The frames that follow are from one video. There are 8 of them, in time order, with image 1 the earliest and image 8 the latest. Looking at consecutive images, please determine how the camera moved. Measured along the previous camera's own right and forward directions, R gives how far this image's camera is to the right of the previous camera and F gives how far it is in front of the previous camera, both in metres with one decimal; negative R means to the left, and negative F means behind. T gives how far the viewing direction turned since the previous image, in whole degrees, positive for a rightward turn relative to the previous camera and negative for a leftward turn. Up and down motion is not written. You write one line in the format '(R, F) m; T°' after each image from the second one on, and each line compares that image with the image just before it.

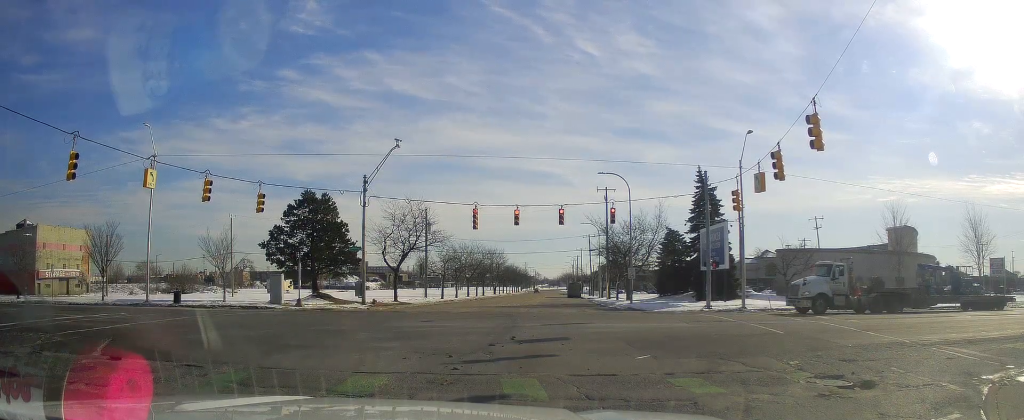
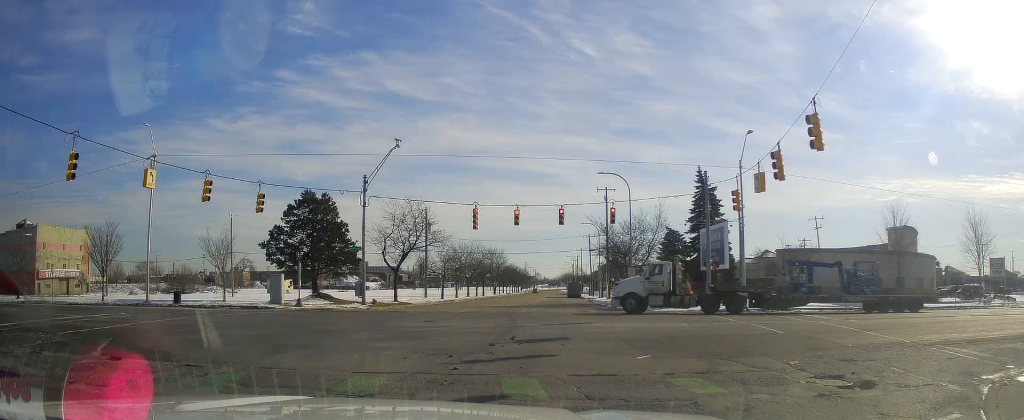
(0.0, 0.0) m; 0°
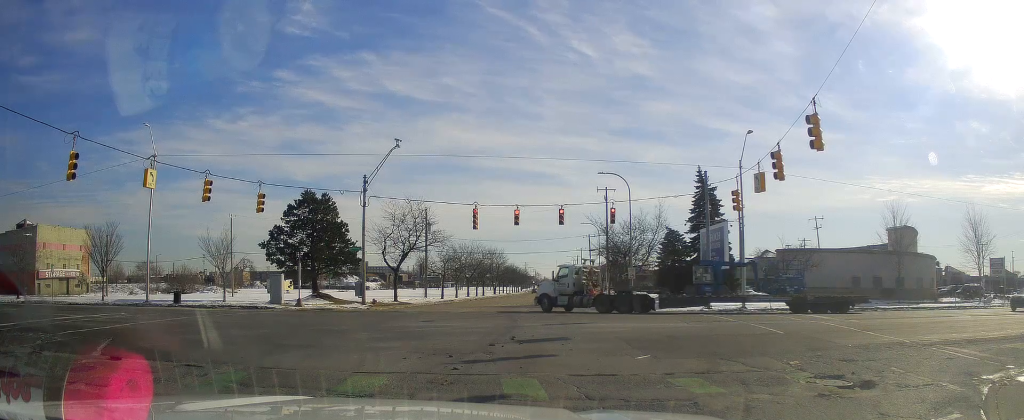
(0.0, 0.0) m; 0°
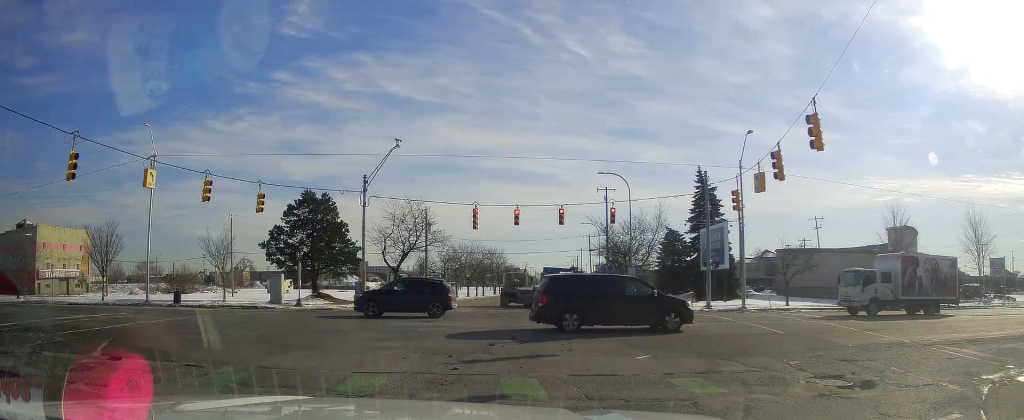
(0.0, 0.0) m; 0°
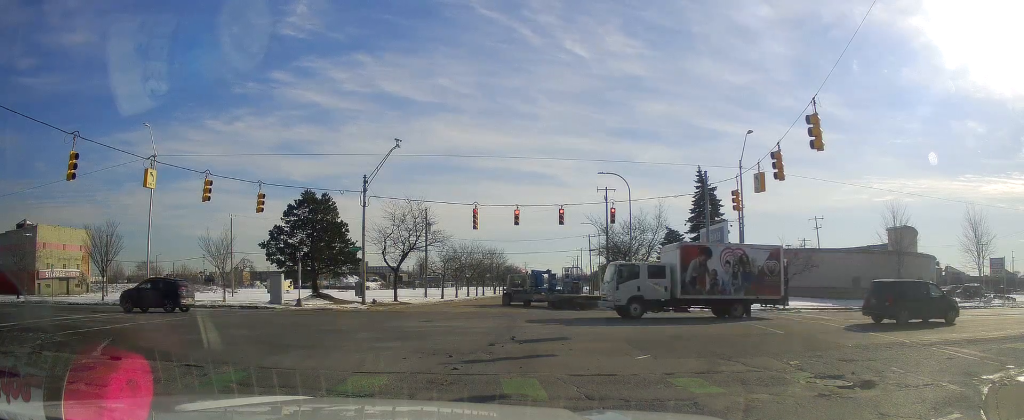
(0.0, 0.0) m; 0°
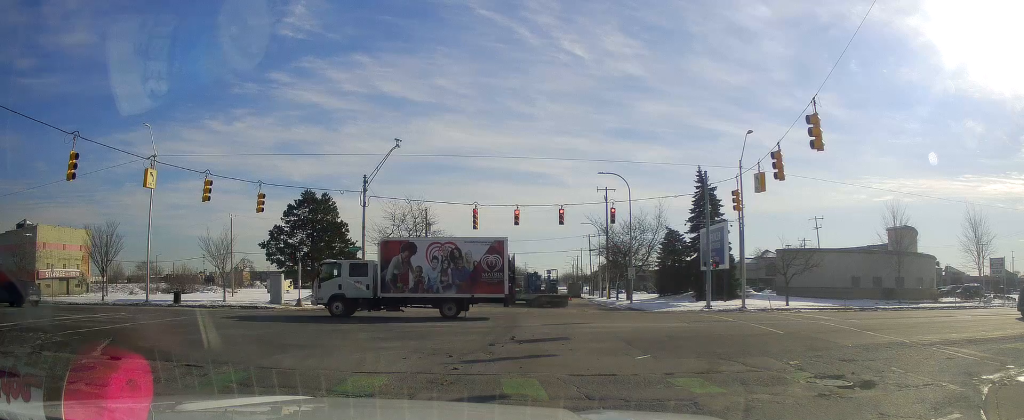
(0.0, 0.0) m; 0°
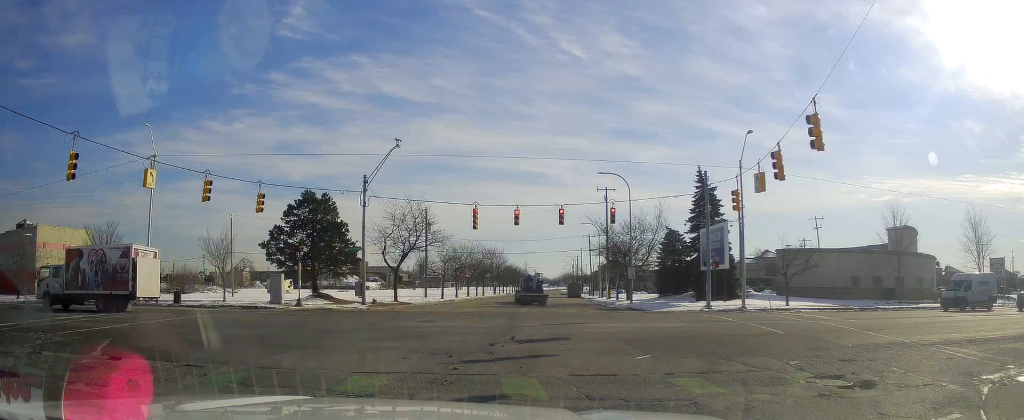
(0.0, 0.0) m; 0°
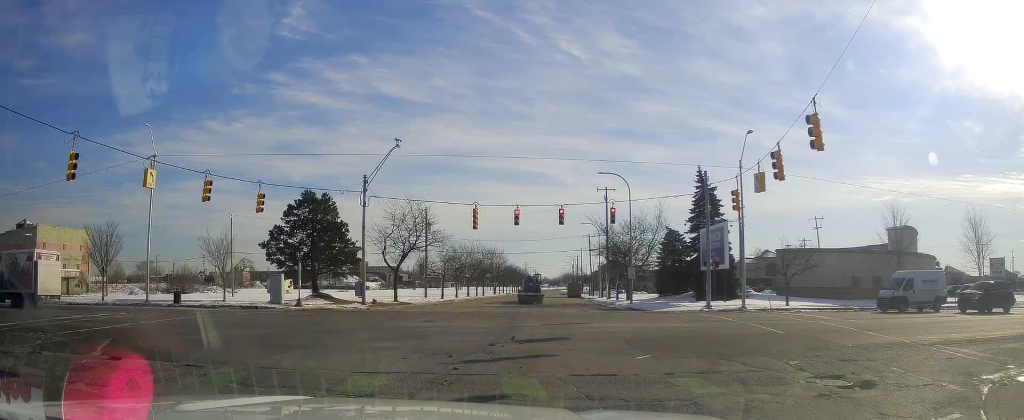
(0.0, 0.0) m; 0°
